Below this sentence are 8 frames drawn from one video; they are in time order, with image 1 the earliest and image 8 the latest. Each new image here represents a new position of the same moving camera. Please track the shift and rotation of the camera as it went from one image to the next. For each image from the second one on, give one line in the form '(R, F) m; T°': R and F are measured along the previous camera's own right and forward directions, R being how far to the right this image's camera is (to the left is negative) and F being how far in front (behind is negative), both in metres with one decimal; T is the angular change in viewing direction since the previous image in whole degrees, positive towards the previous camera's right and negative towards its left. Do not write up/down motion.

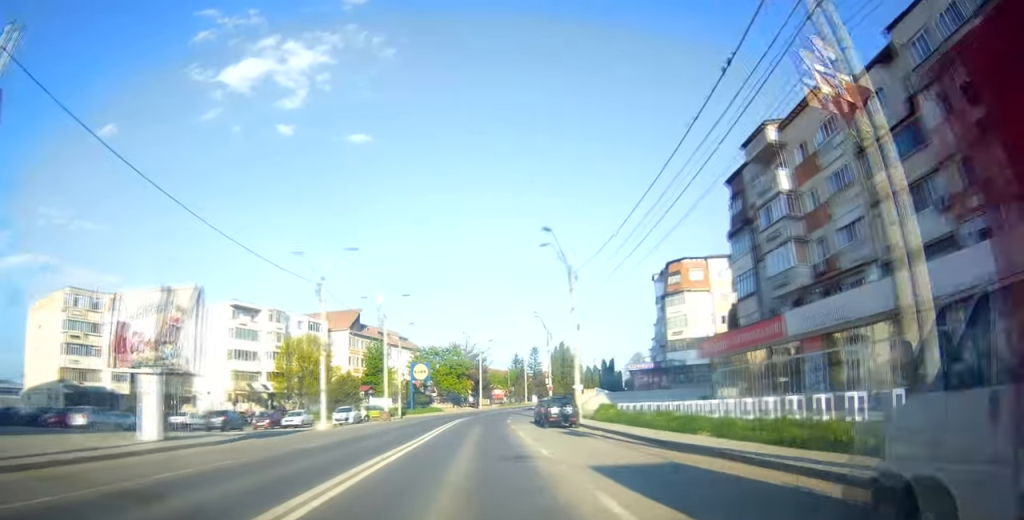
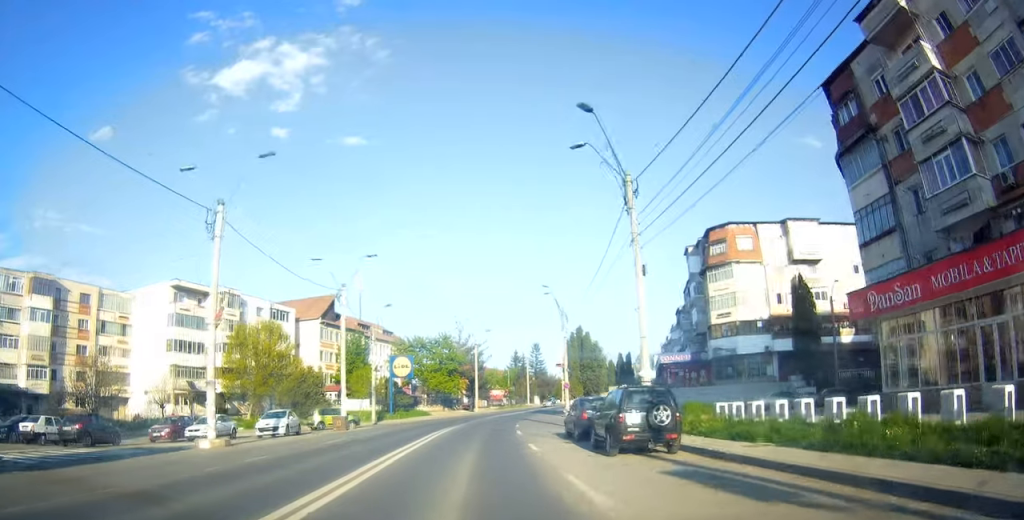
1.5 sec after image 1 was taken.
(0.0, +15.1) m; -2°
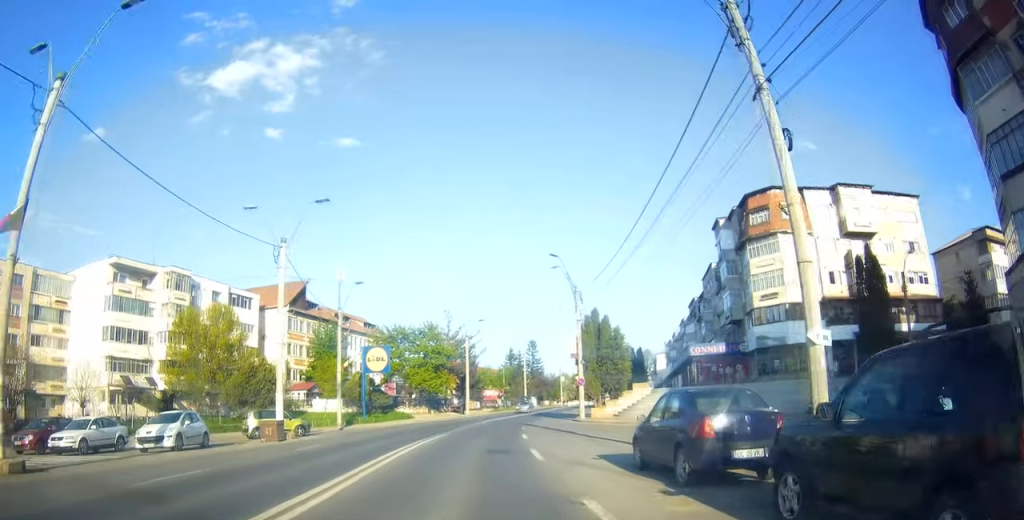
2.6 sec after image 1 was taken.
(-0.4, +11.1) m; -2°
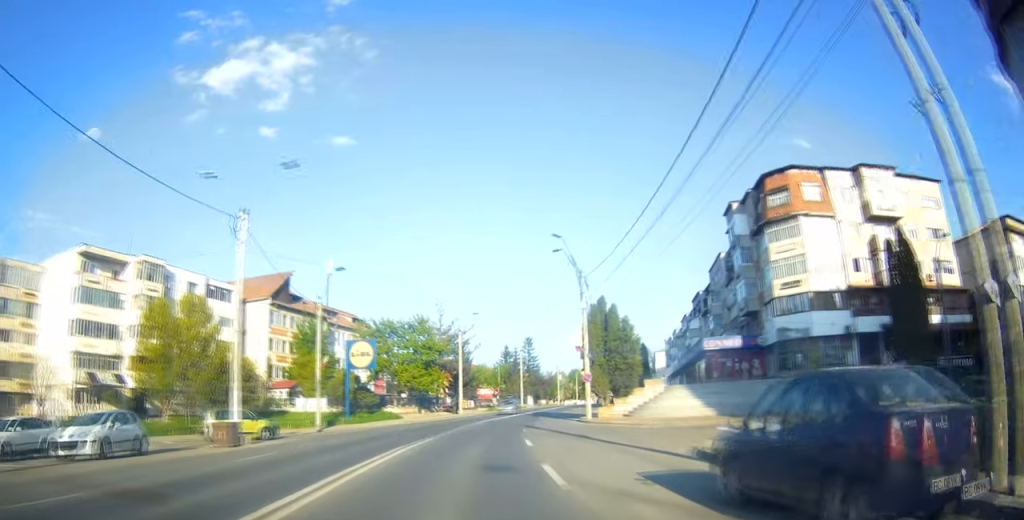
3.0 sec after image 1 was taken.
(-0.3, +4.6) m; 0°
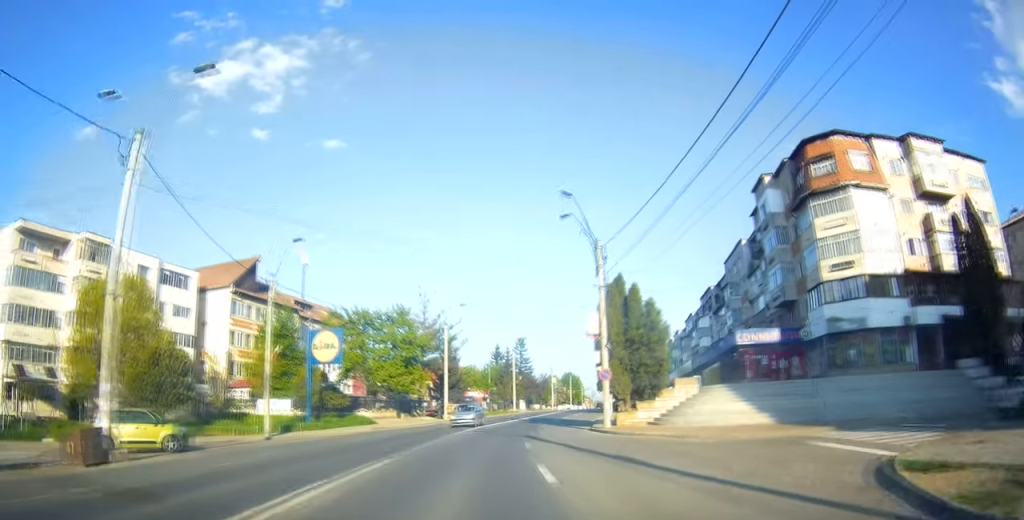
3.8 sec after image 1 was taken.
(+0.4, +8.4) m; +2°
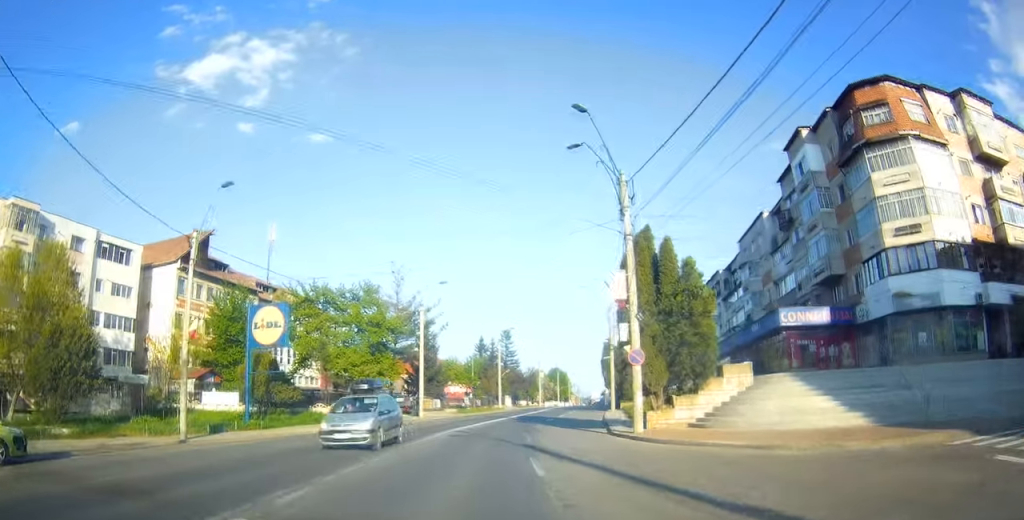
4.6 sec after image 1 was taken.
(+0.1, +8.6) m; -1°
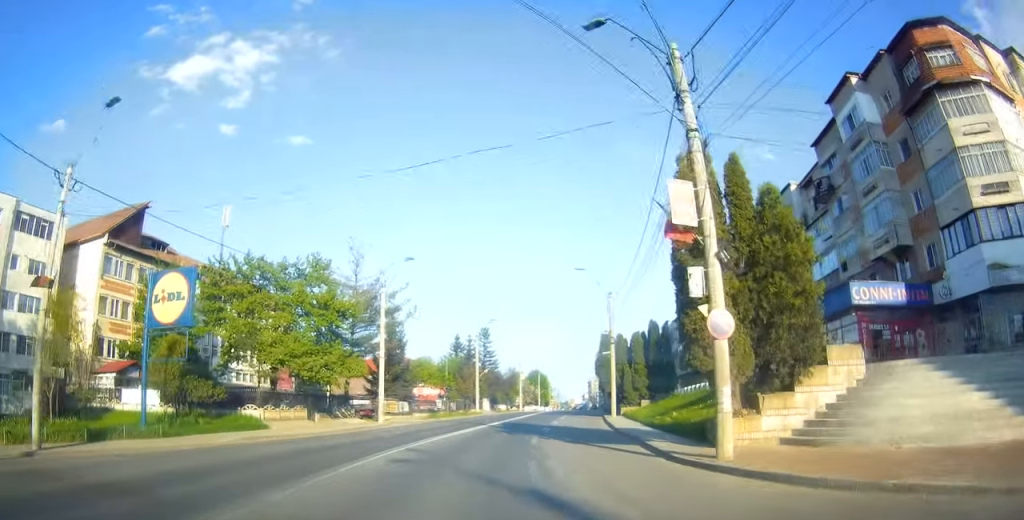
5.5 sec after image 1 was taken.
(-0.2, +9.0) m; +1°
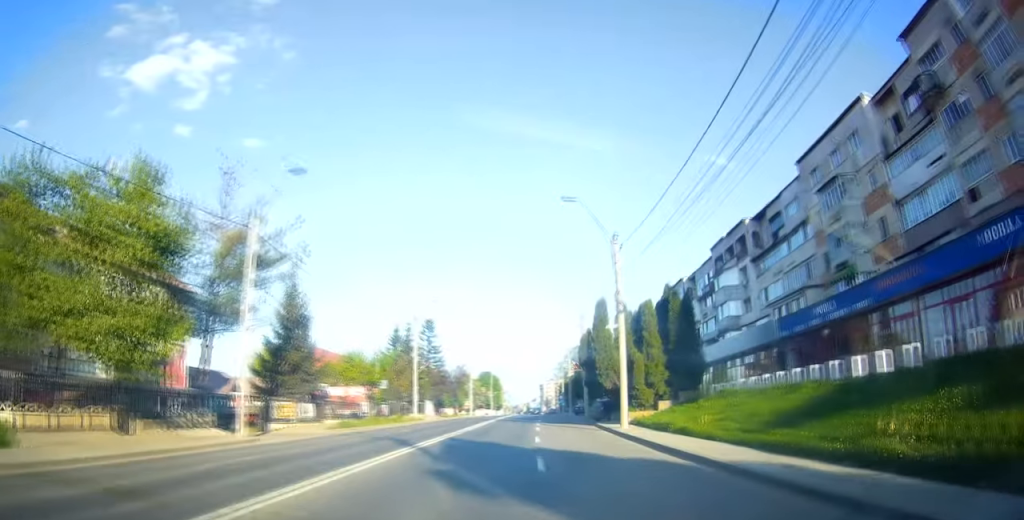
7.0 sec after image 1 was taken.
(+1.3, +16.6) m; +8°
